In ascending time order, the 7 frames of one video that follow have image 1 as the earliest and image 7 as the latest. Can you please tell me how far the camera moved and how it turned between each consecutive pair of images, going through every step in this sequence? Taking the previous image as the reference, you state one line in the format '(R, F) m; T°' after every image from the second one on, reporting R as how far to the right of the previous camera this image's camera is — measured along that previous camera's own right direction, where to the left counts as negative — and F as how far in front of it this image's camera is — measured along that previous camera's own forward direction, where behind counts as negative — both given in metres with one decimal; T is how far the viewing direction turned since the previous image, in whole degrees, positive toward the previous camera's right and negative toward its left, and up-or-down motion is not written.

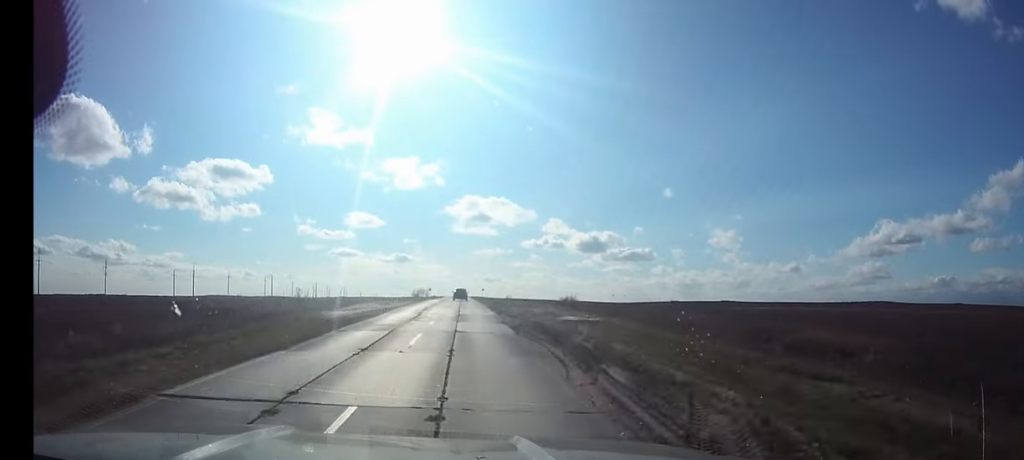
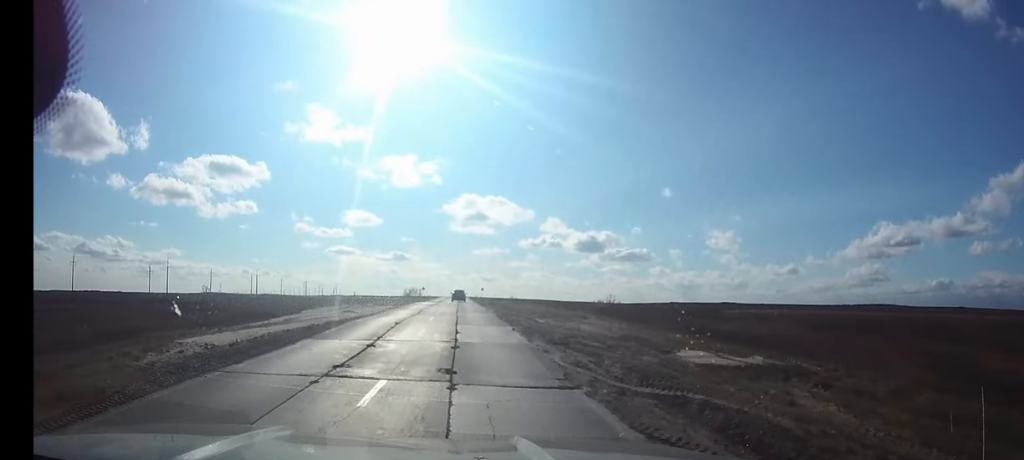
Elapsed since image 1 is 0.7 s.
(0.0, +15.6) m; 0°
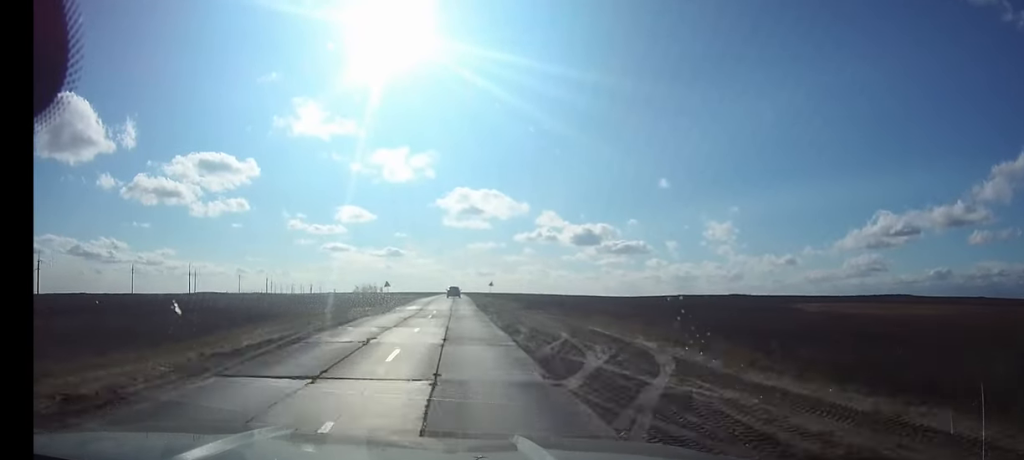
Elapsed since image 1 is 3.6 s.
(+0.2, +57.6) m; 0°
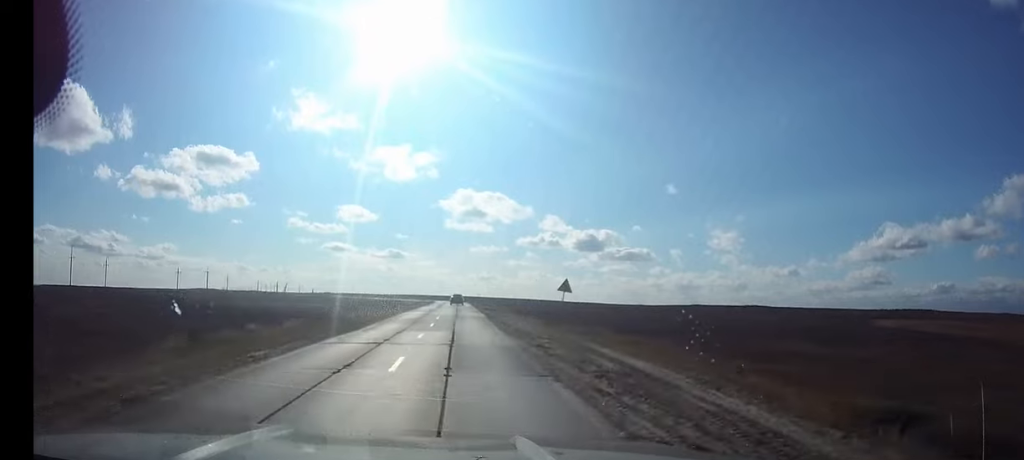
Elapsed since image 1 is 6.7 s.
(-0.1, +64.4) m; 0°
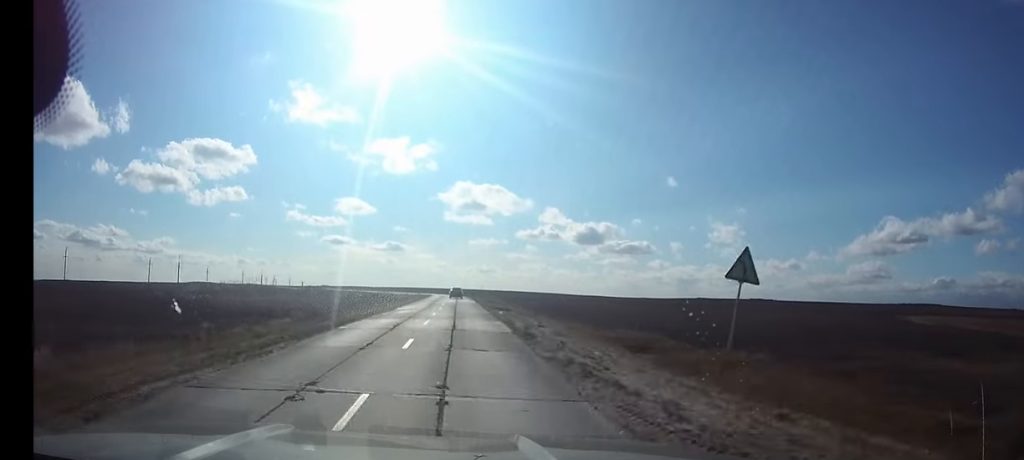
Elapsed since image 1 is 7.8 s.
(0.0, +20.9) m; 0°
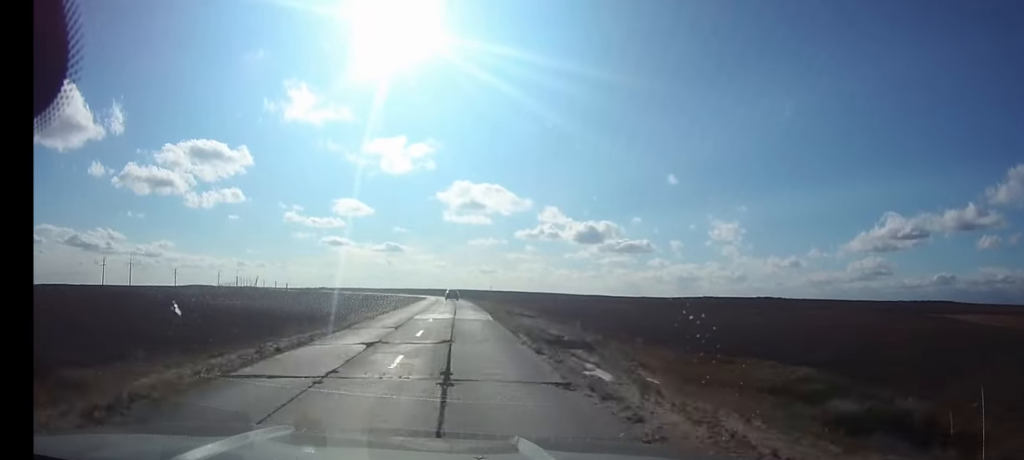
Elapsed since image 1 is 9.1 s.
(0.0, +30.4) m; 0°
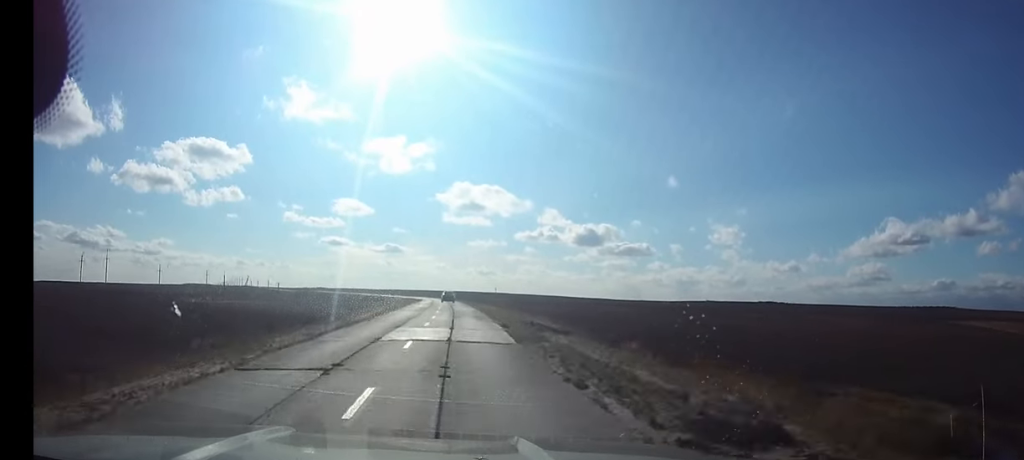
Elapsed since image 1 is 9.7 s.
(0.0, +12.5) m; 0°
